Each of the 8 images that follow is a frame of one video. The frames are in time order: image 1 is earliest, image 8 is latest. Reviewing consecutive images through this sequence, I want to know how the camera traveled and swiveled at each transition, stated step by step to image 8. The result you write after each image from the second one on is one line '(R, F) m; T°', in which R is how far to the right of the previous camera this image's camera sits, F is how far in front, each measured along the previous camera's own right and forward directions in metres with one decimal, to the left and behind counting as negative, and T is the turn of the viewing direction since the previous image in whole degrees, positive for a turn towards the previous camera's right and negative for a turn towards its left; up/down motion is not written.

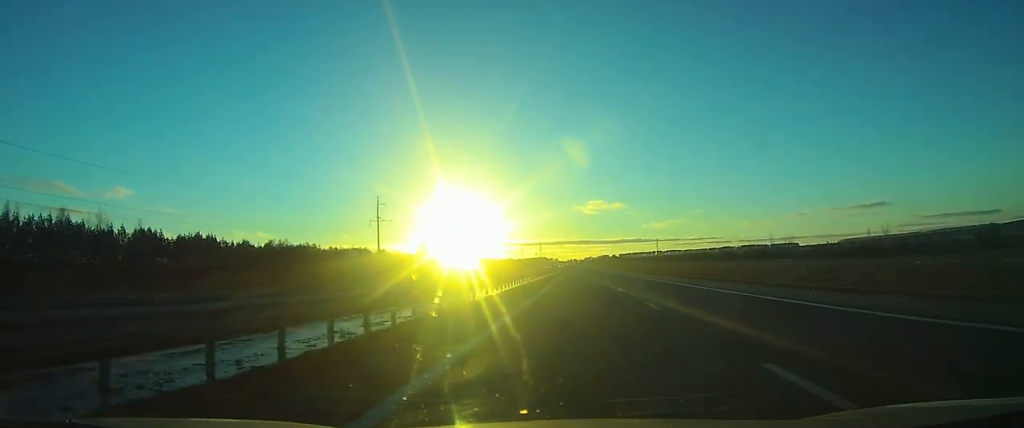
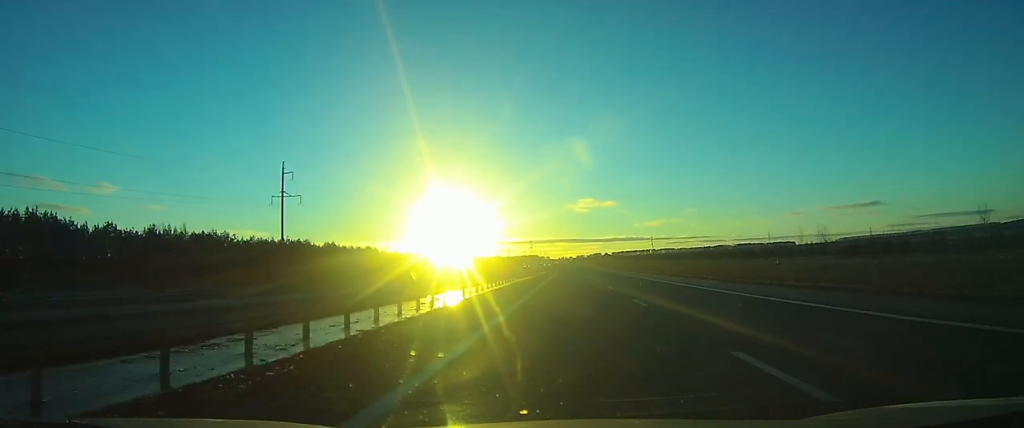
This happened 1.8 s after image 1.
(+0.1, +48.8) m; +1°
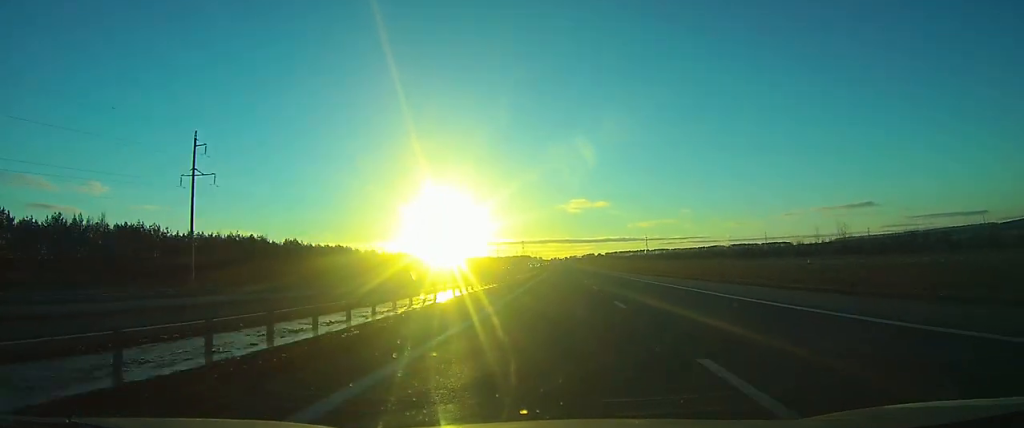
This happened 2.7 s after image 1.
(+0.1, +25.1) m; +1°
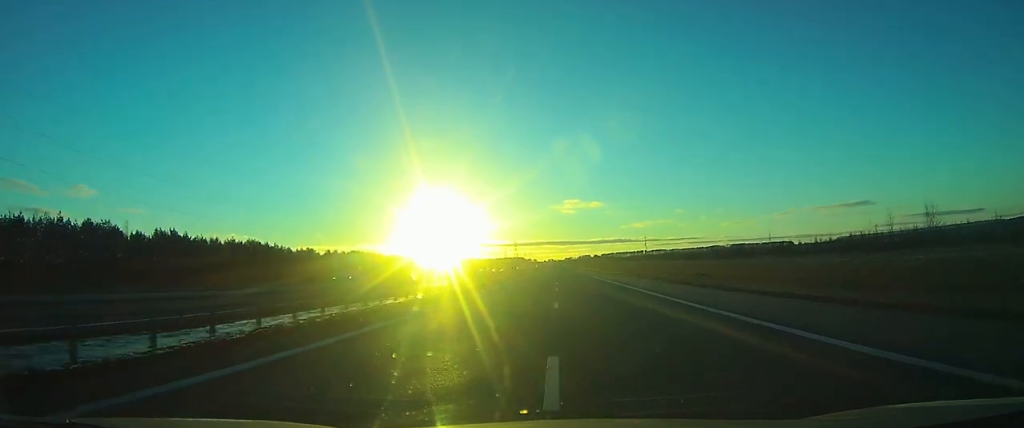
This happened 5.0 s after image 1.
(+0.7, +59.2) m; +1°
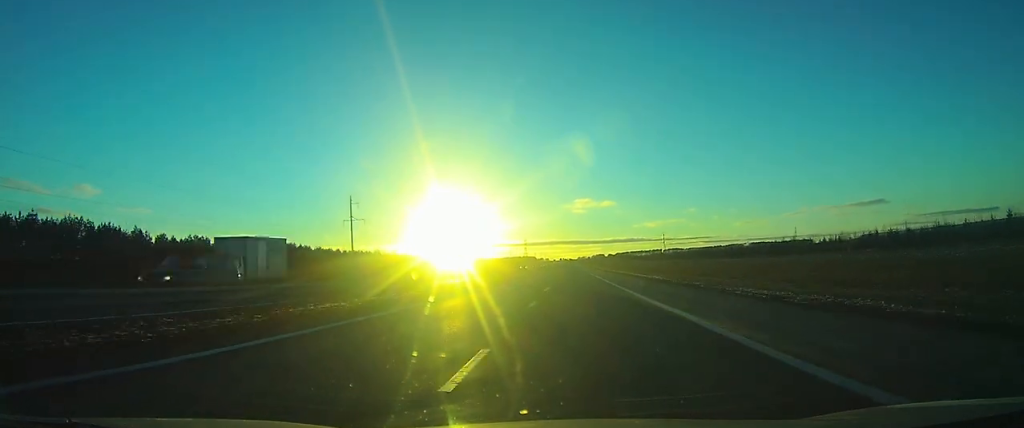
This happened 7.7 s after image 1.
(-0.7, +68.2) m; -1°
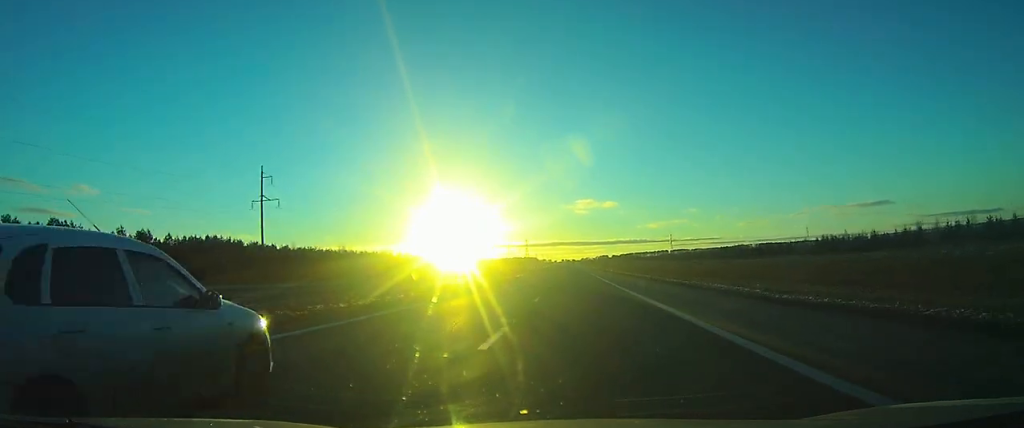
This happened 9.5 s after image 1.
(-0.4, +43.2) m; -1°
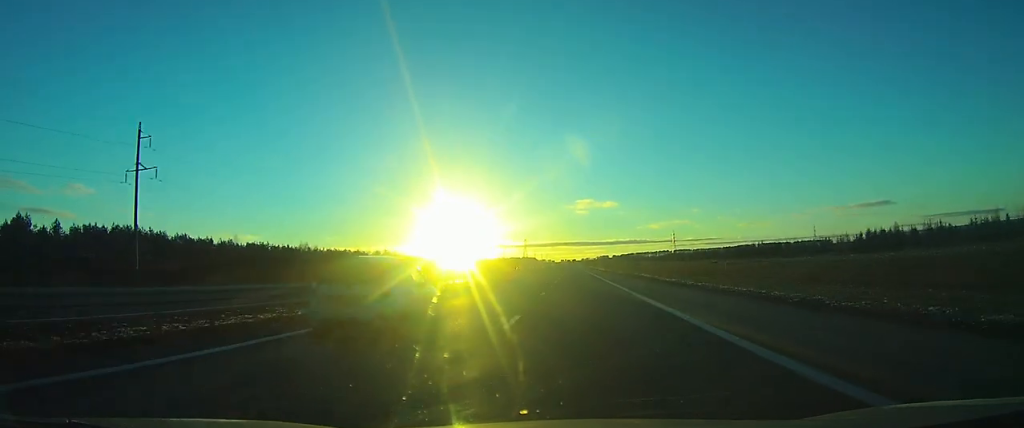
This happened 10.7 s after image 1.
(0.0, +34.1) m; 0°
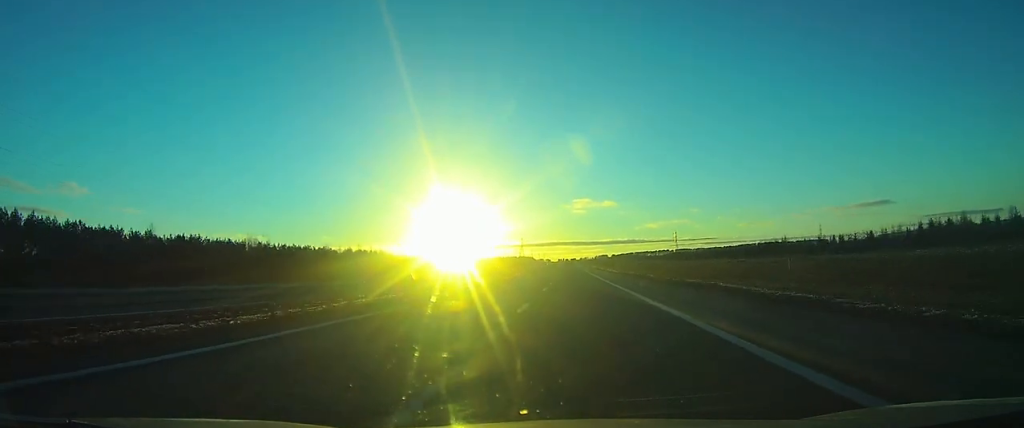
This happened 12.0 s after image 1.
(0.0, +34.0) m; 0°
